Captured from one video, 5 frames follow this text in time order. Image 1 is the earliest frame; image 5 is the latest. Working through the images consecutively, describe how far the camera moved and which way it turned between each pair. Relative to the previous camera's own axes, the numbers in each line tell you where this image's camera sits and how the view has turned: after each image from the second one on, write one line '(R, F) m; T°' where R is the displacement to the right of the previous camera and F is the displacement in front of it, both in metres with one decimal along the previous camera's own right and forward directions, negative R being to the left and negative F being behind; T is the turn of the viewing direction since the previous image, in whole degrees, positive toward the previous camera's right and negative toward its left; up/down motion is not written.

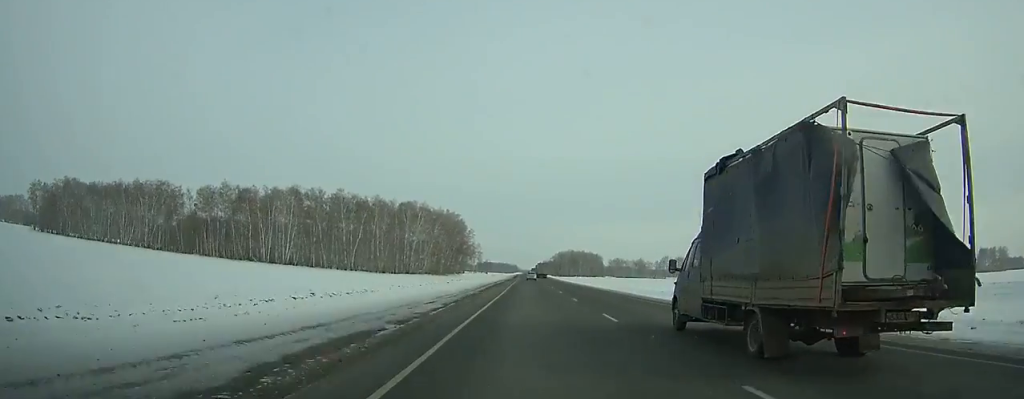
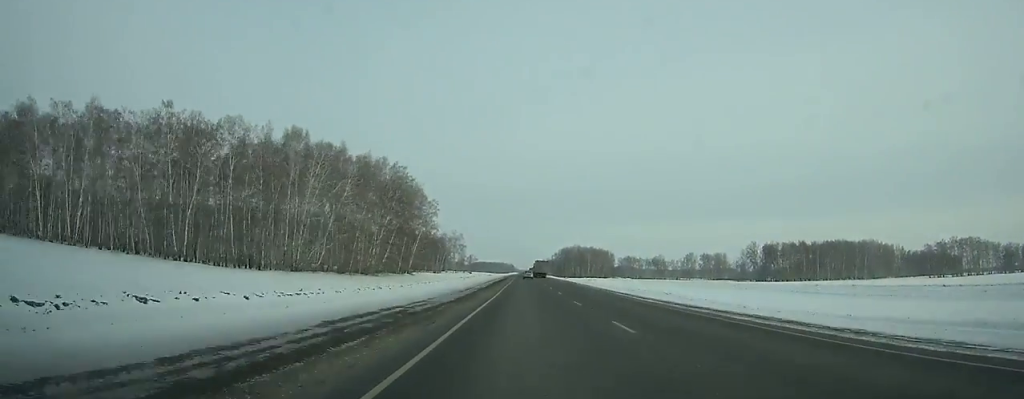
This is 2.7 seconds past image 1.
(0.0, +86.6) m; 0°
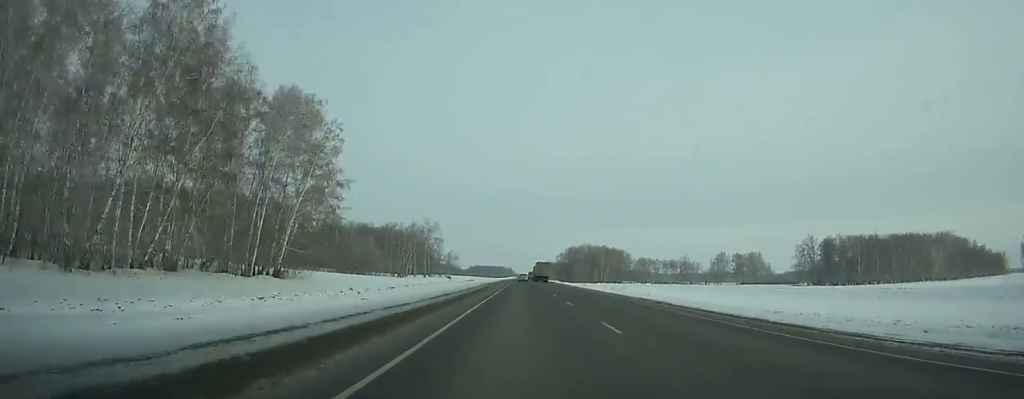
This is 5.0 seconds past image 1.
(+0.1, +72.7) m; 0°
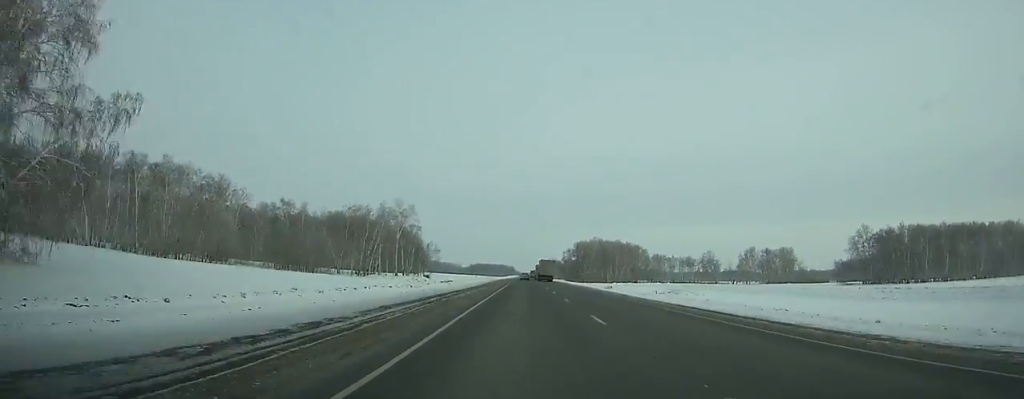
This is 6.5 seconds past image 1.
(-0.1, +46.8) m; 0°
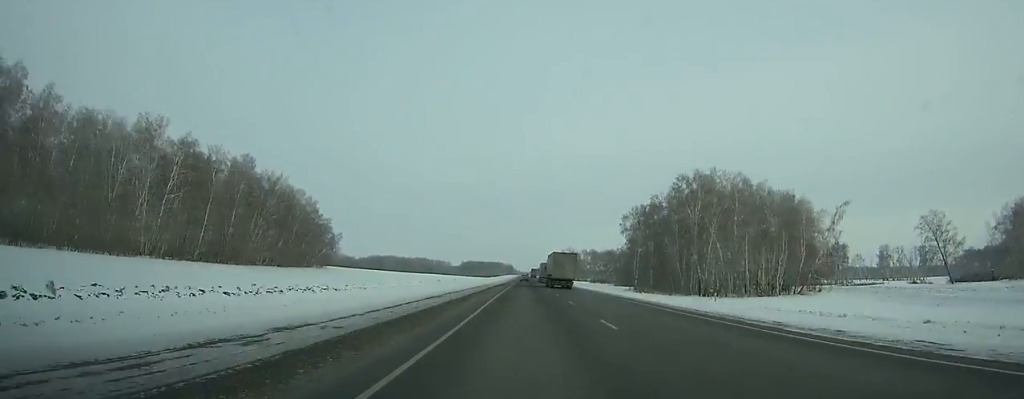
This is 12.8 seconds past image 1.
(+0.3, +192.3) m; +1°
